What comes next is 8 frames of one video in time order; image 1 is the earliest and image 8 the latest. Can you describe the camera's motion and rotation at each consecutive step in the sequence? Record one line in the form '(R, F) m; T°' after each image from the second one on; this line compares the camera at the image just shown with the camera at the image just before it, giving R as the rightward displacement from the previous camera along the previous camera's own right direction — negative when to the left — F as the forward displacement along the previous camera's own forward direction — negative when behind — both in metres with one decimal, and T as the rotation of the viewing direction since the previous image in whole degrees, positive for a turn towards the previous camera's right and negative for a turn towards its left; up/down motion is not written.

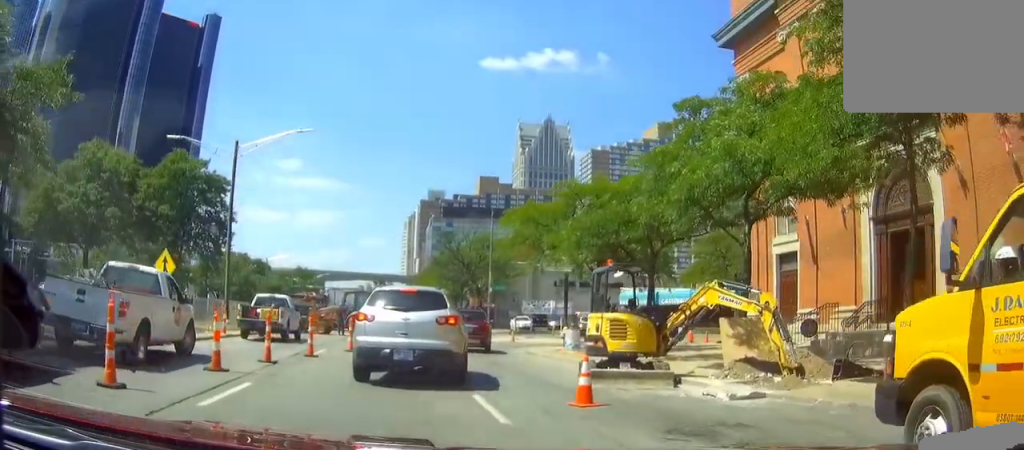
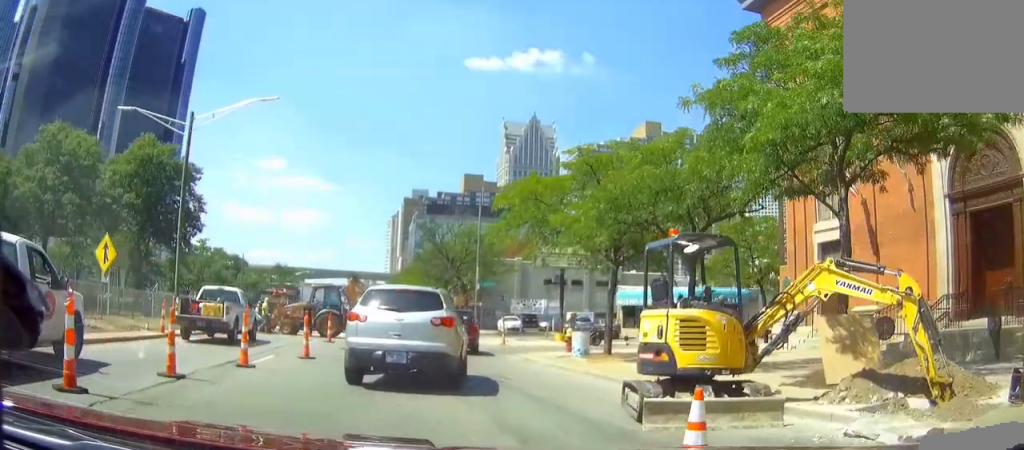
(0.0, +4.9) m; +1°
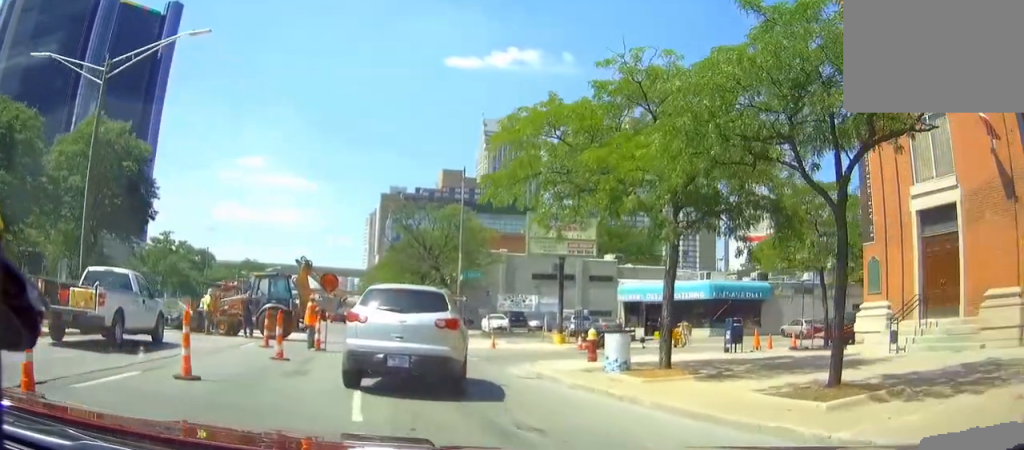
(+0.1, +7.7) m; 0°
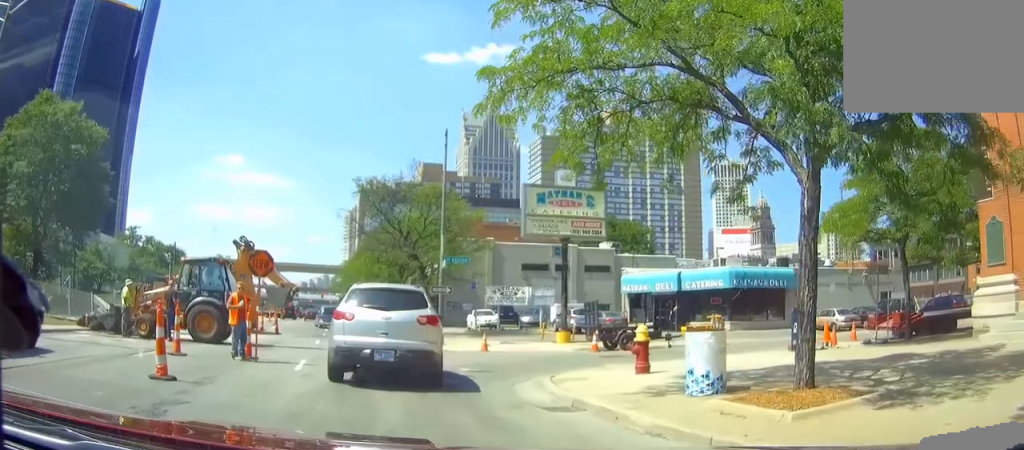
(-0.1, +7.2) m; -1°
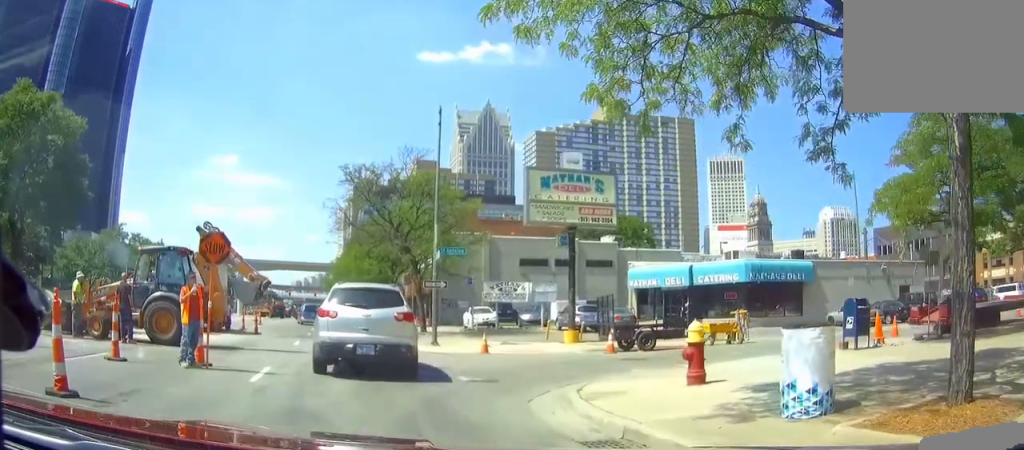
(0.0, +3.6) m; 0°
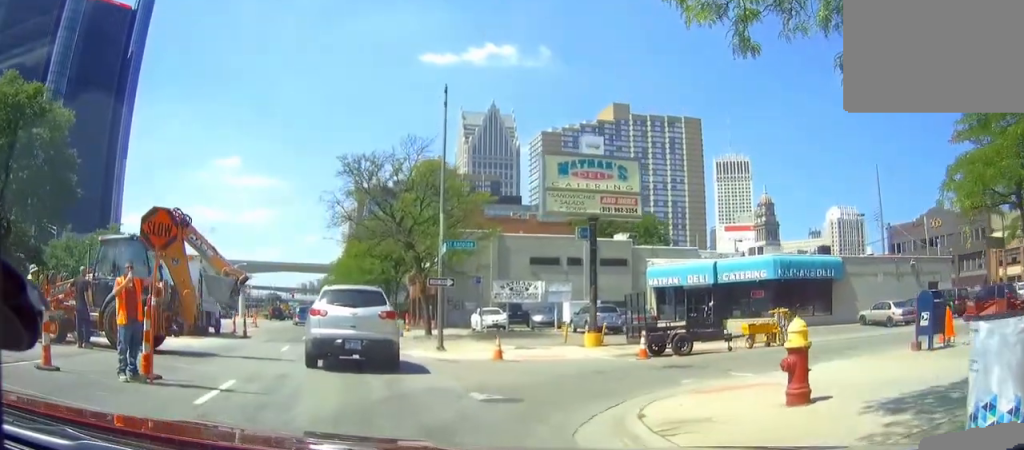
(0.0, +3.6) m; 0°
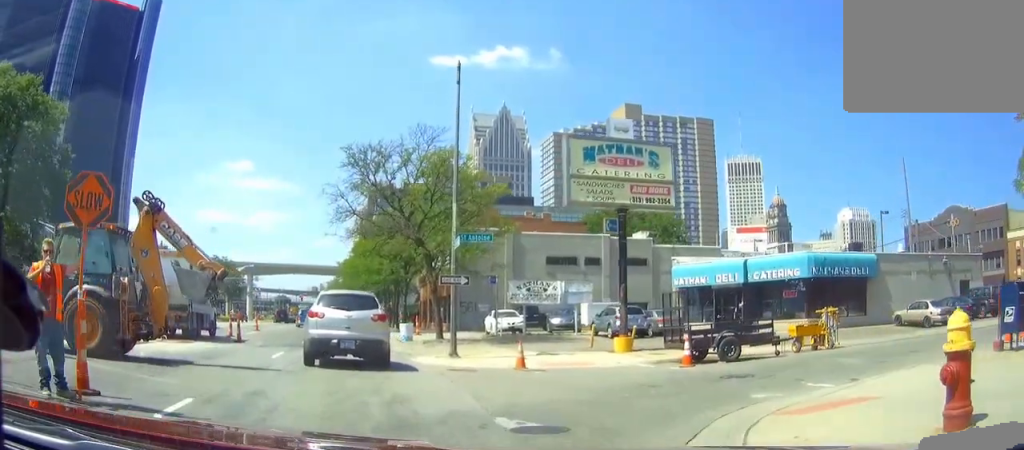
(0.0, +3.1) m; 0°
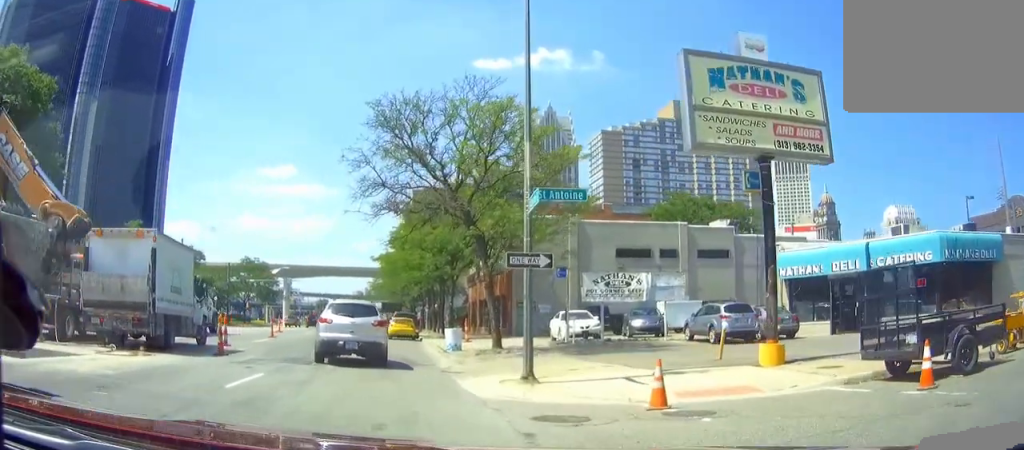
(0.0, +8.1) m; 0°
